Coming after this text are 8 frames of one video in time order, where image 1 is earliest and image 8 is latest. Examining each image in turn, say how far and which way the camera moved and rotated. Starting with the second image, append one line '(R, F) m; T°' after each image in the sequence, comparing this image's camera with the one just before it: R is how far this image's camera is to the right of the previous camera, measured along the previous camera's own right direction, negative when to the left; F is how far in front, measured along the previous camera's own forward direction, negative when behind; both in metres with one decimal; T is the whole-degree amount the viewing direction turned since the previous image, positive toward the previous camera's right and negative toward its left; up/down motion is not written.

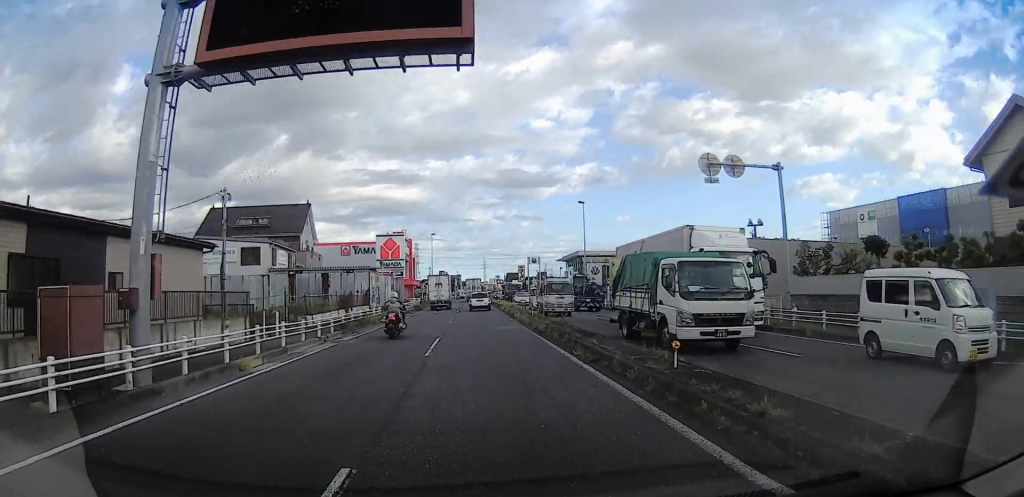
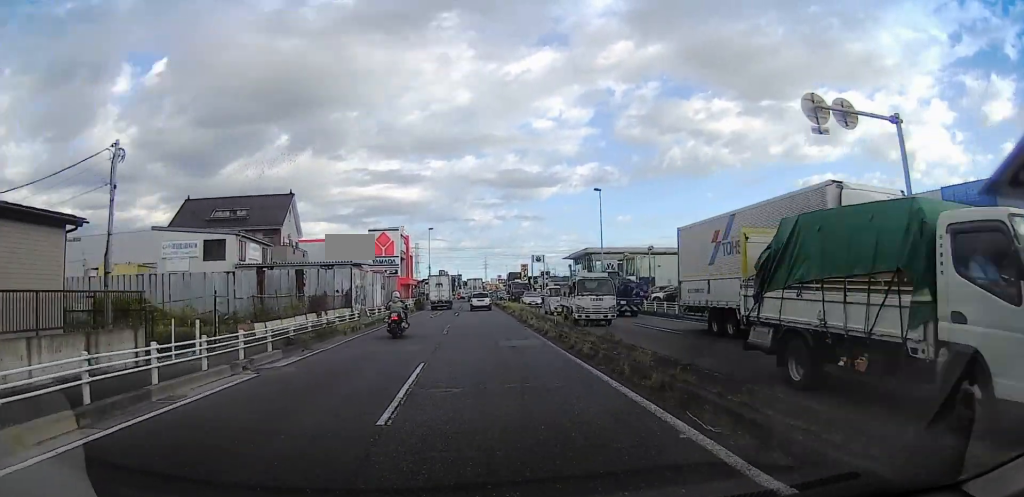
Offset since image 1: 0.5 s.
(-0.1, +7.0) m; +1°
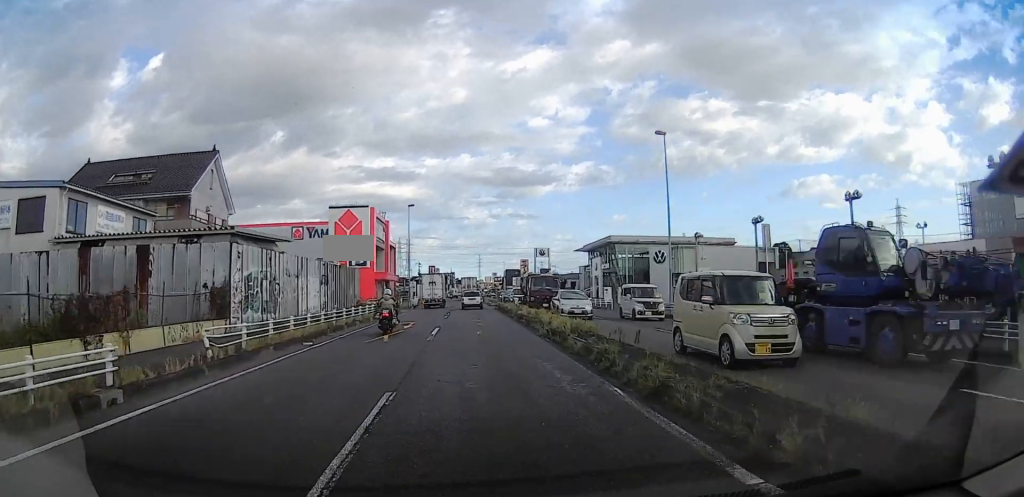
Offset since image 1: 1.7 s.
(+0.5, +18.6) m; +1°
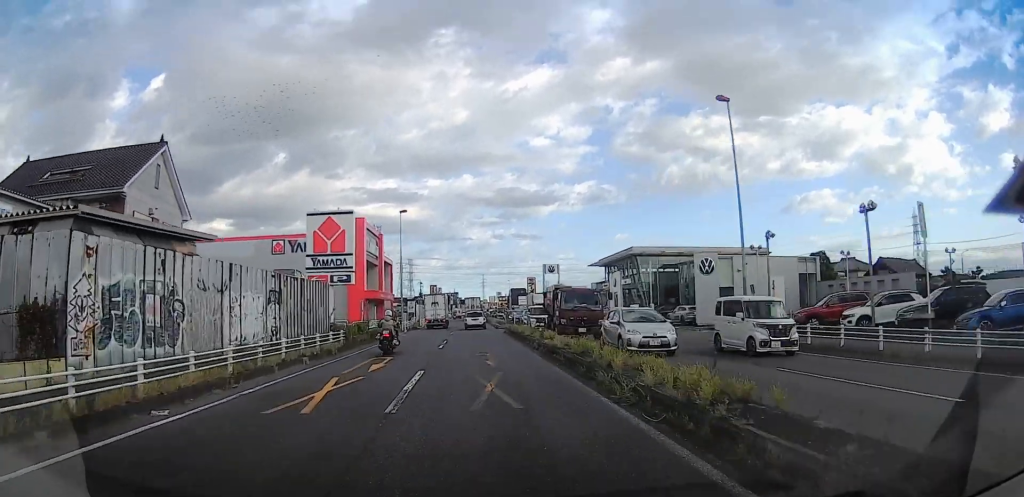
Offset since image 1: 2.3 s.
(0.0, +8.9) m; -1°
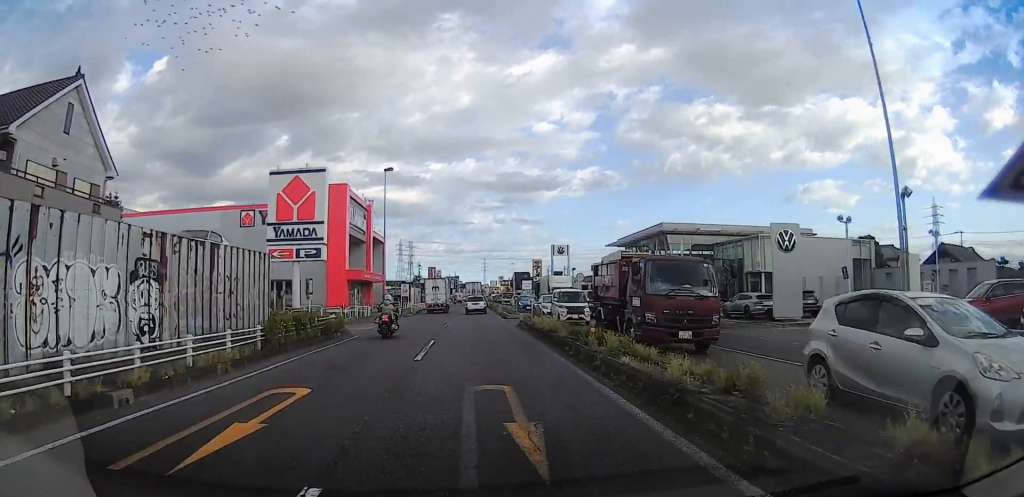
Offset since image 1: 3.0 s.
(-0.2, +11.2) m; -1°
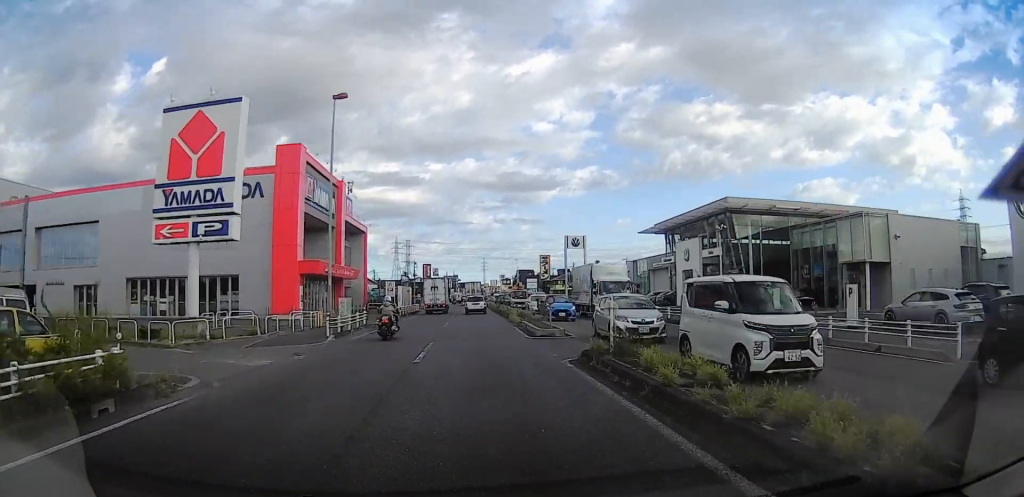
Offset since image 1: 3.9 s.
(-0.2, +15.1) m; 0°
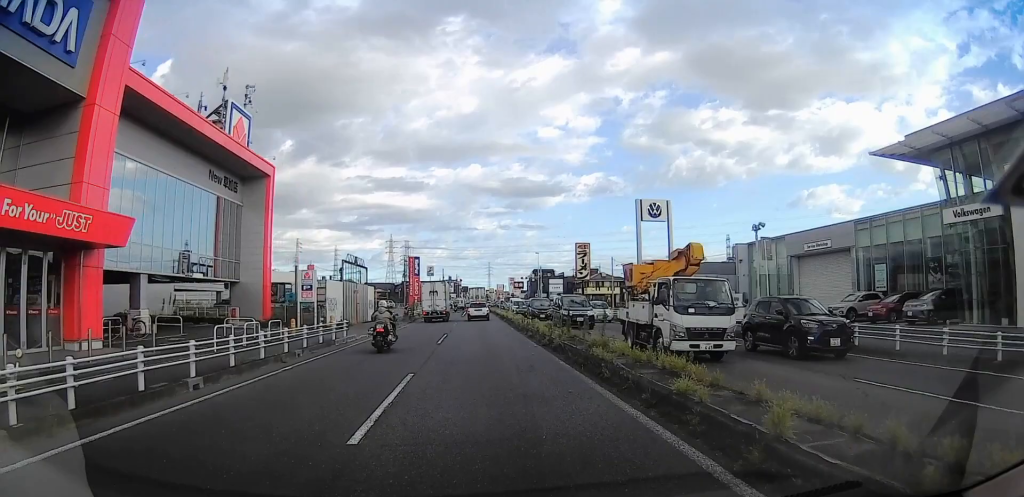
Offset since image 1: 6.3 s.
(-0.5, +35.1) m; -1°
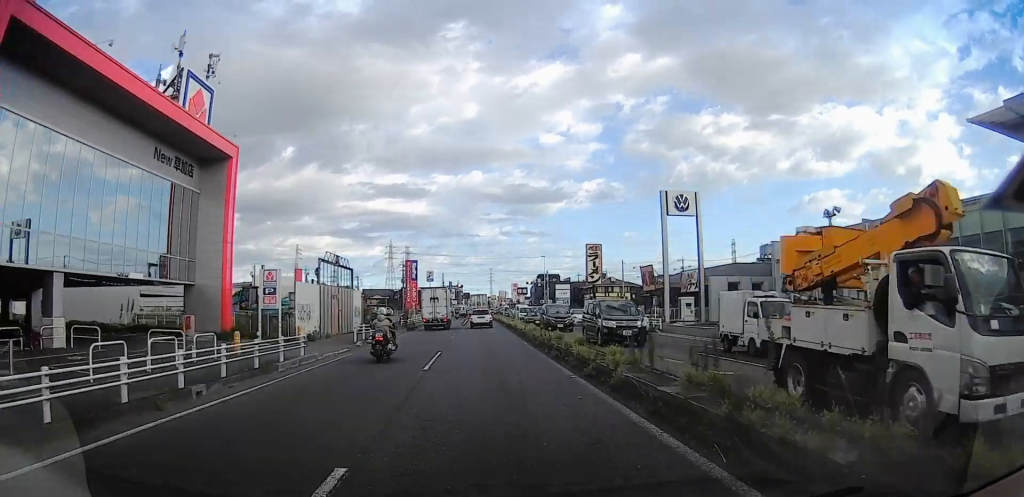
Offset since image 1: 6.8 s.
(+0.1, +6.6) m; +1°
